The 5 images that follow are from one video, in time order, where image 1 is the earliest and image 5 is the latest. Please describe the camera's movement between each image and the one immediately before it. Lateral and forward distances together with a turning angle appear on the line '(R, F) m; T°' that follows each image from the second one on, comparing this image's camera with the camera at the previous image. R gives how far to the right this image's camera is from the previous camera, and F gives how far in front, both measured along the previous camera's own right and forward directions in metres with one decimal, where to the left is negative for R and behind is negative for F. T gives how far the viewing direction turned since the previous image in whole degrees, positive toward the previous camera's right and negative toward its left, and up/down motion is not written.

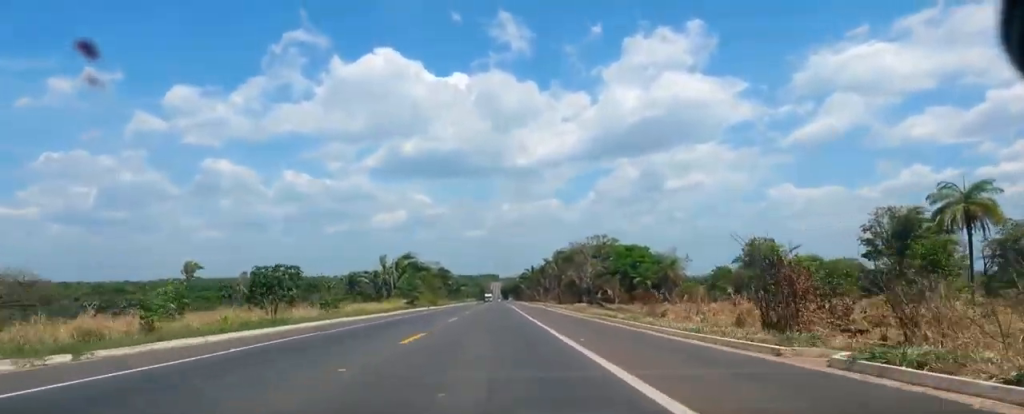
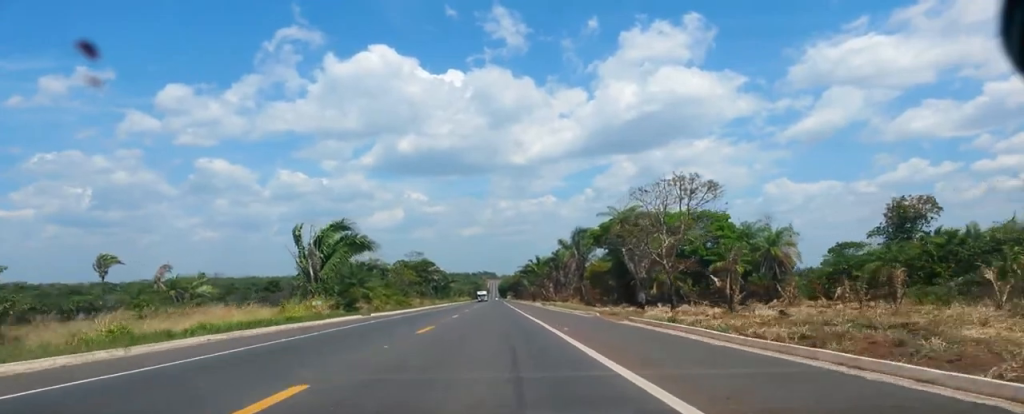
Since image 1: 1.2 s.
(+0.2, +45.4) m; +1°
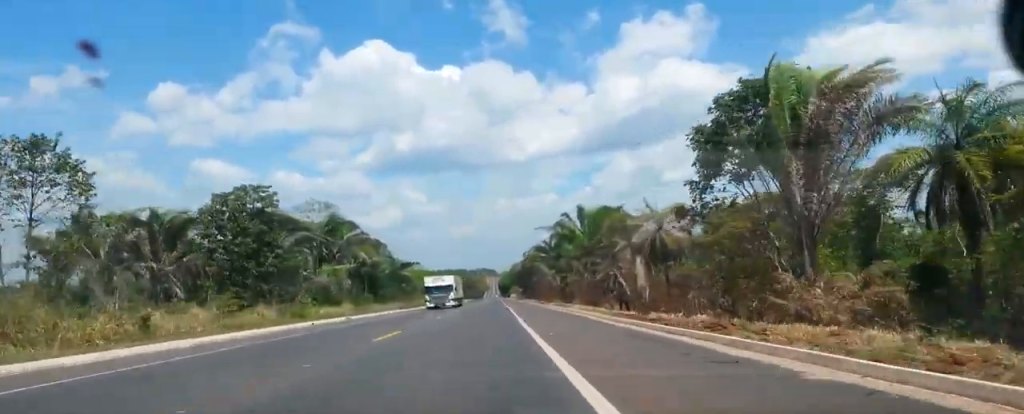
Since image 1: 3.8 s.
(+0.2, +101.7) m; -1°
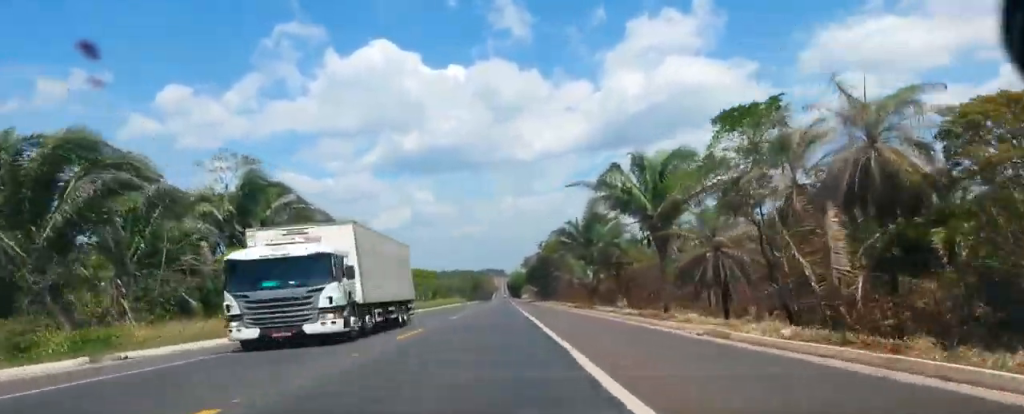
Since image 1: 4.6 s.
(+0.4, +31.2) m; +1°
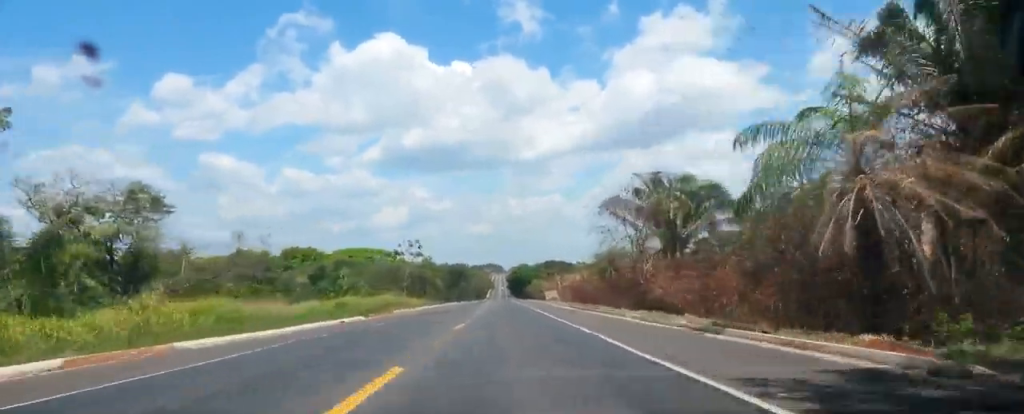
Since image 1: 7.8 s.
(-0.8, +128.0) m; 0°
